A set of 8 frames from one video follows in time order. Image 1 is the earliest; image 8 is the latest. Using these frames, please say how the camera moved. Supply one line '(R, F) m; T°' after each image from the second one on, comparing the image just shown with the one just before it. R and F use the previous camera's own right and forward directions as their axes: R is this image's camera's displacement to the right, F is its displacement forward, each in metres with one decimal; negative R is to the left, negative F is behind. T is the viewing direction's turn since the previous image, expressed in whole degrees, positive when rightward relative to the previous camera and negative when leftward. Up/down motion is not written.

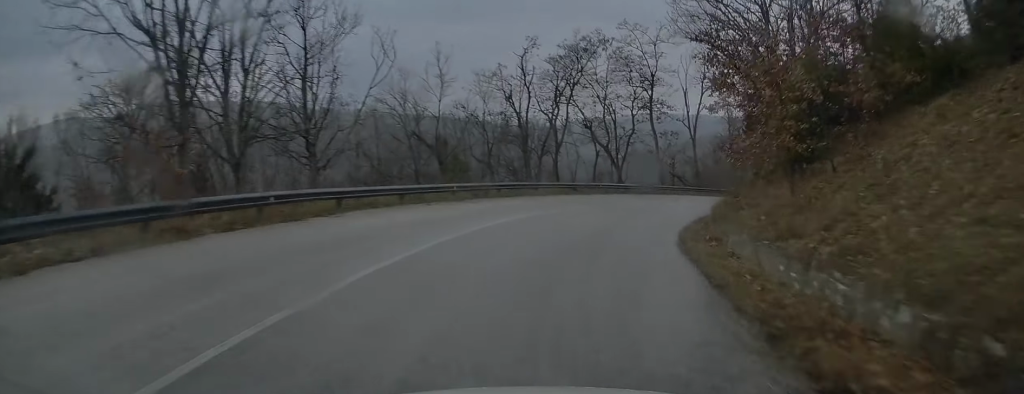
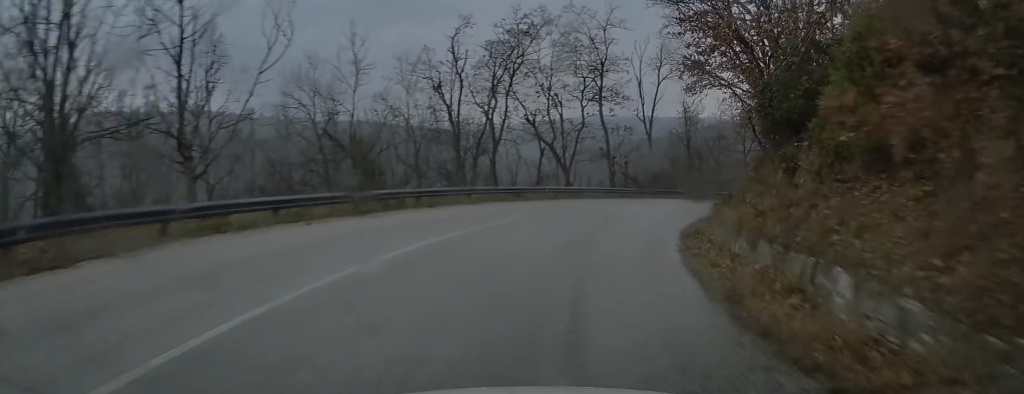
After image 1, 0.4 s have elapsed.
(+0.1, +6.0) m; +5°
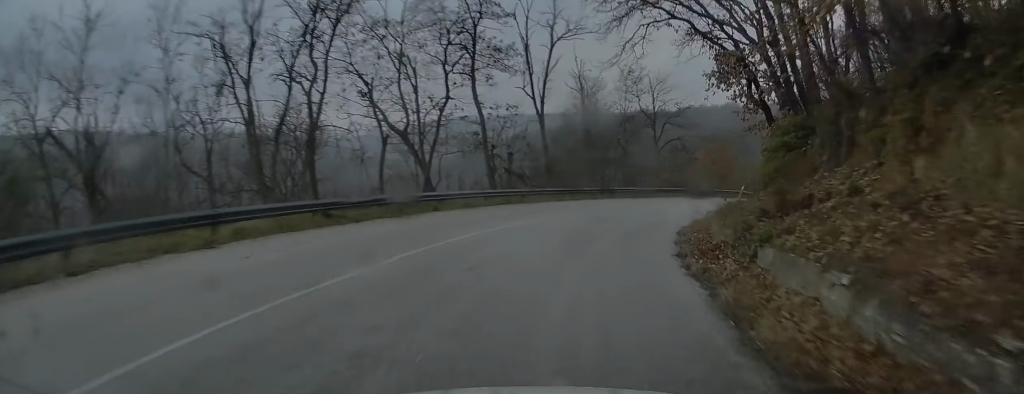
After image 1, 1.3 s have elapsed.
(+1.2, +12.2) m; +10°
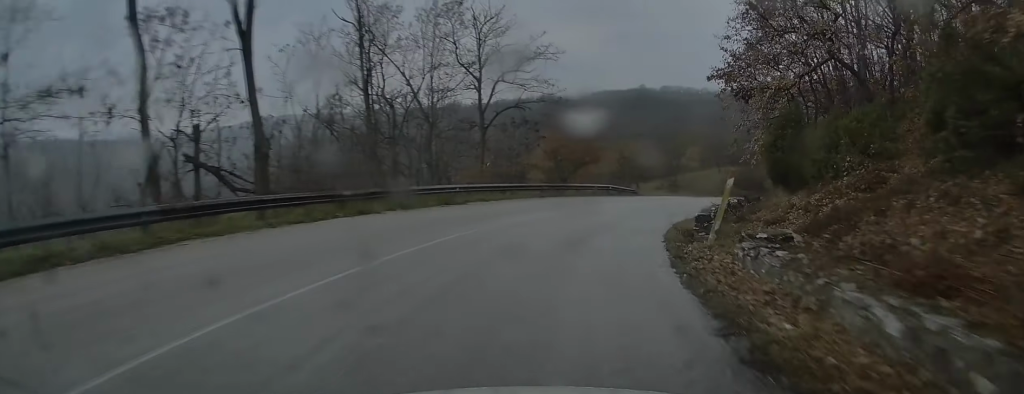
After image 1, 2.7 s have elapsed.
(+2.0, +18.7) m; +13°
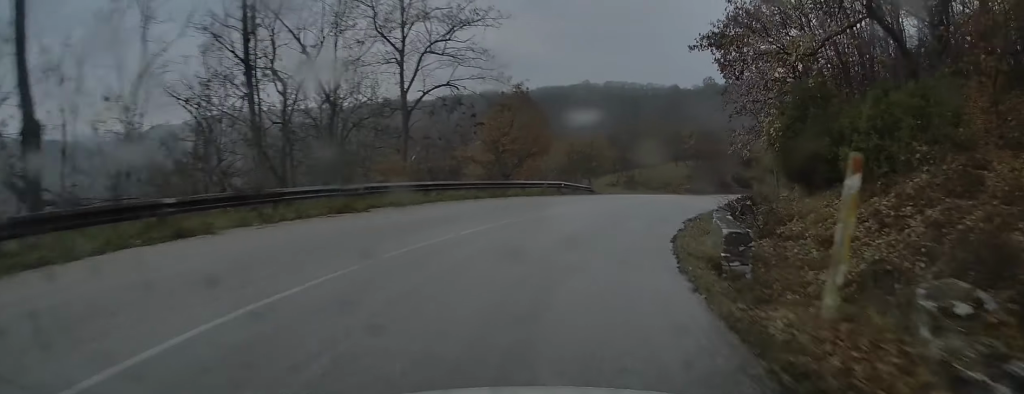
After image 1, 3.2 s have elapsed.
(+0.4, +6.6) m; +5°
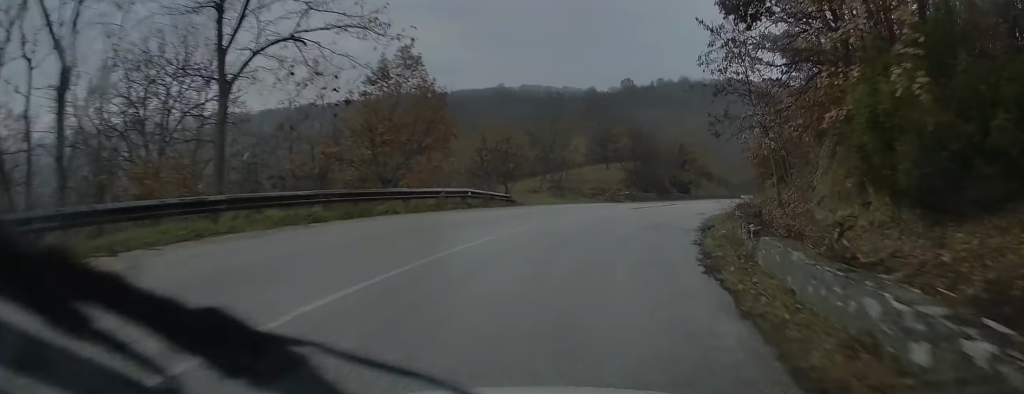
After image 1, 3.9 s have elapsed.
(+0.4, +10.0) m; +7°
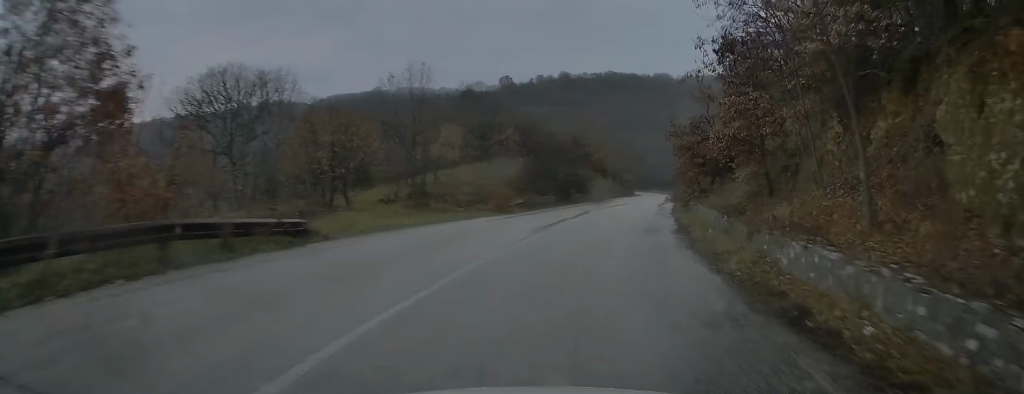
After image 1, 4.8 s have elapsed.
(+1.0, +13.1) m; +9°
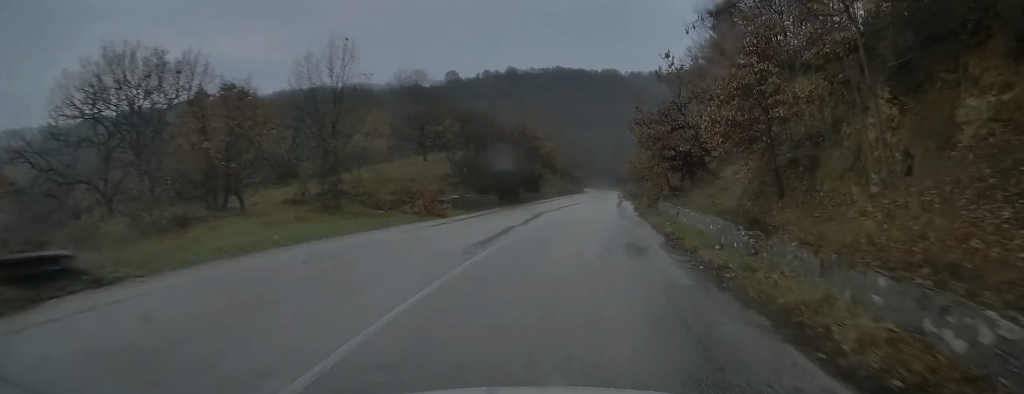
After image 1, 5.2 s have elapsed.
(+0.5, +5.8) m; +3°
